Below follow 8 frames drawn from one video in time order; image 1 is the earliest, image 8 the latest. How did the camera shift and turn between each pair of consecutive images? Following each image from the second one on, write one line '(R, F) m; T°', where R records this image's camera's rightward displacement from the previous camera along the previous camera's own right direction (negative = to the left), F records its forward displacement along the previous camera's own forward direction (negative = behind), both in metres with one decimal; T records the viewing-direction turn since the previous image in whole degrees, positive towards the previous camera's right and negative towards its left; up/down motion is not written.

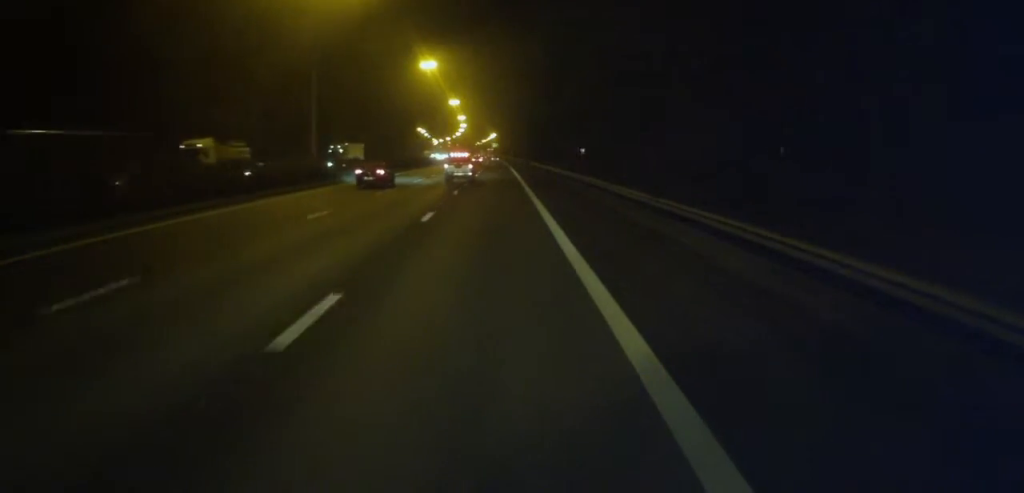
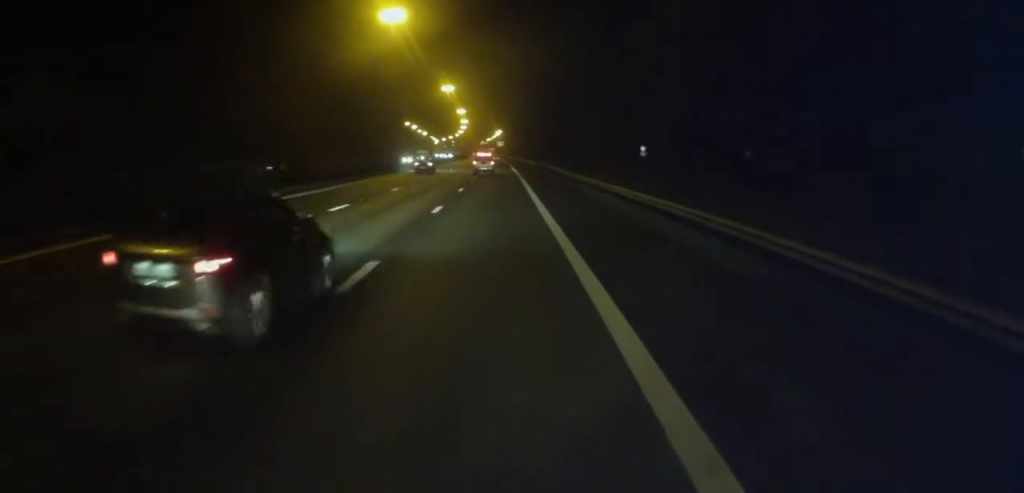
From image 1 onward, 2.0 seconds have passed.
(-0.3, +47.8) m; +1°
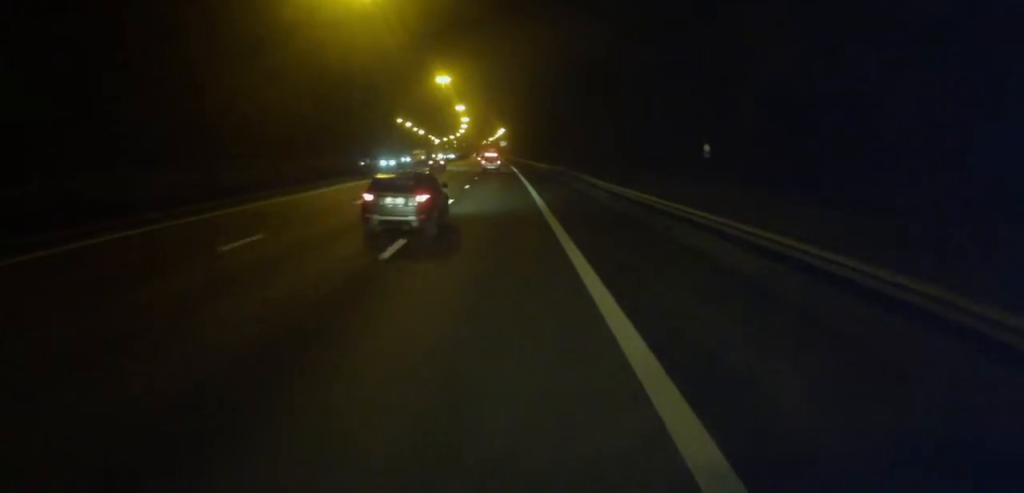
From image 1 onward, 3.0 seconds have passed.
(-0.1, +22.0) m; -1°
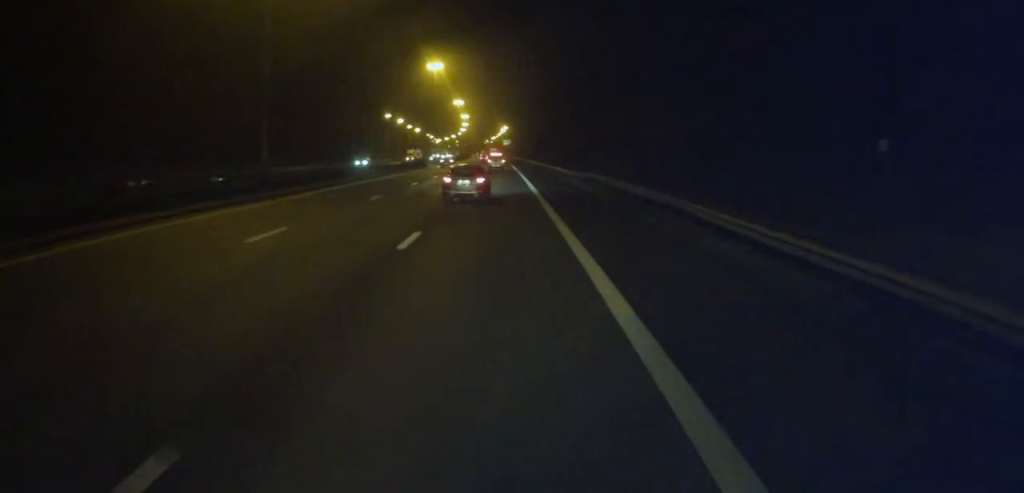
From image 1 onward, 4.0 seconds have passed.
(-0.2, +24.4) m; -1°
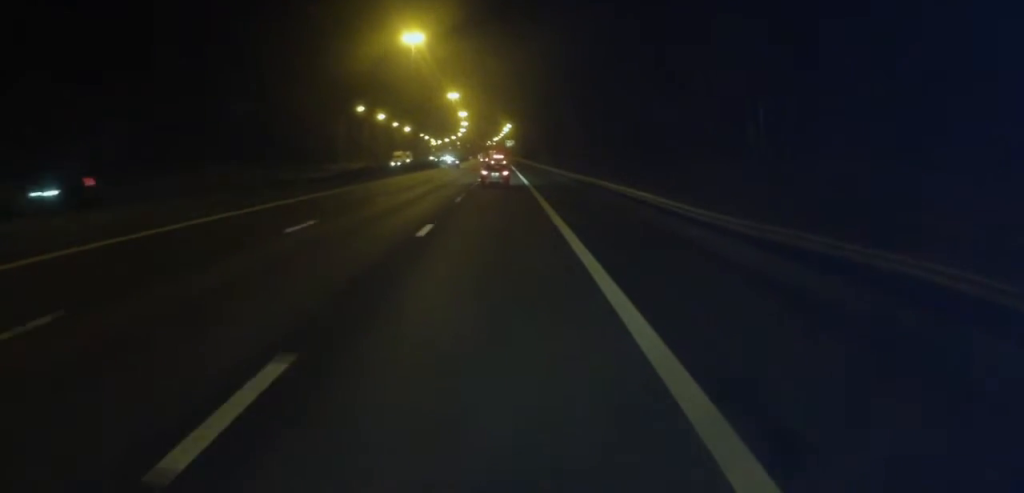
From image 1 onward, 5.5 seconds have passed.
(0.0, +35.3) m; 0°
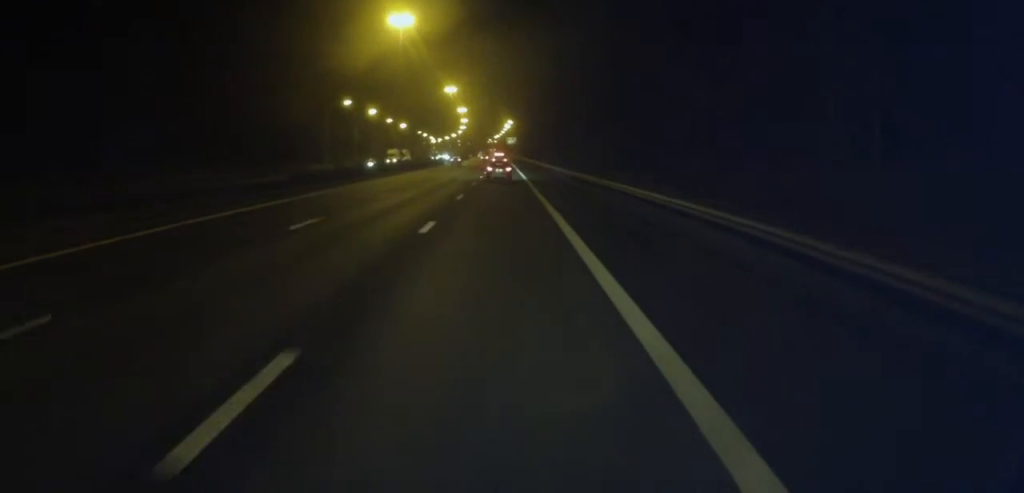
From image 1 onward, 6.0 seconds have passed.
(+0.1, +12.5) m; -1°
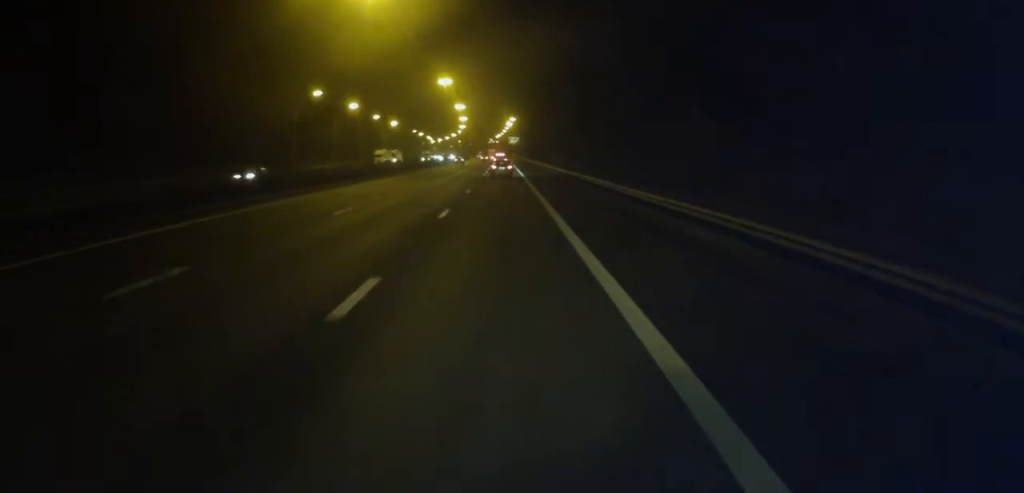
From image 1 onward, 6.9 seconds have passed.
(-0.4, +21.0) m; 0°
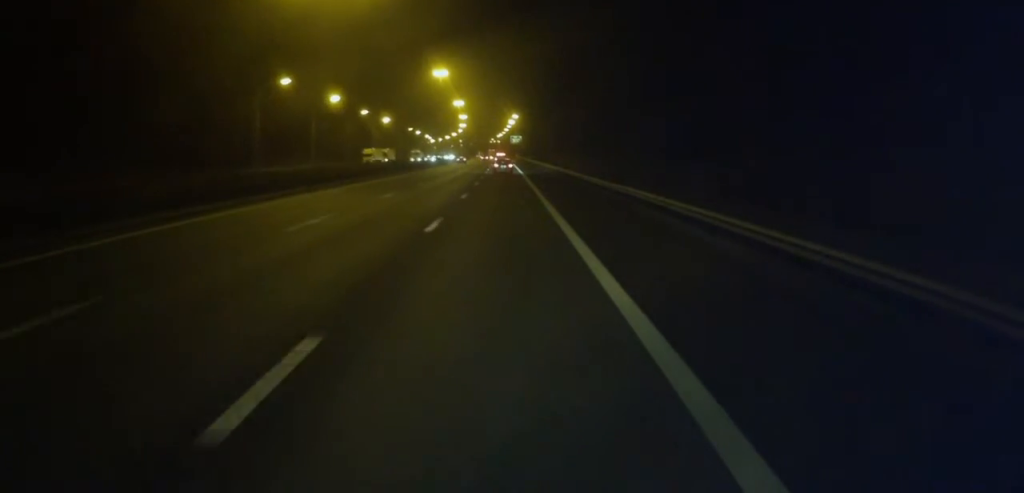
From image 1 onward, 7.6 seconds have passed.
(0.0, +16.3) m; 0°
